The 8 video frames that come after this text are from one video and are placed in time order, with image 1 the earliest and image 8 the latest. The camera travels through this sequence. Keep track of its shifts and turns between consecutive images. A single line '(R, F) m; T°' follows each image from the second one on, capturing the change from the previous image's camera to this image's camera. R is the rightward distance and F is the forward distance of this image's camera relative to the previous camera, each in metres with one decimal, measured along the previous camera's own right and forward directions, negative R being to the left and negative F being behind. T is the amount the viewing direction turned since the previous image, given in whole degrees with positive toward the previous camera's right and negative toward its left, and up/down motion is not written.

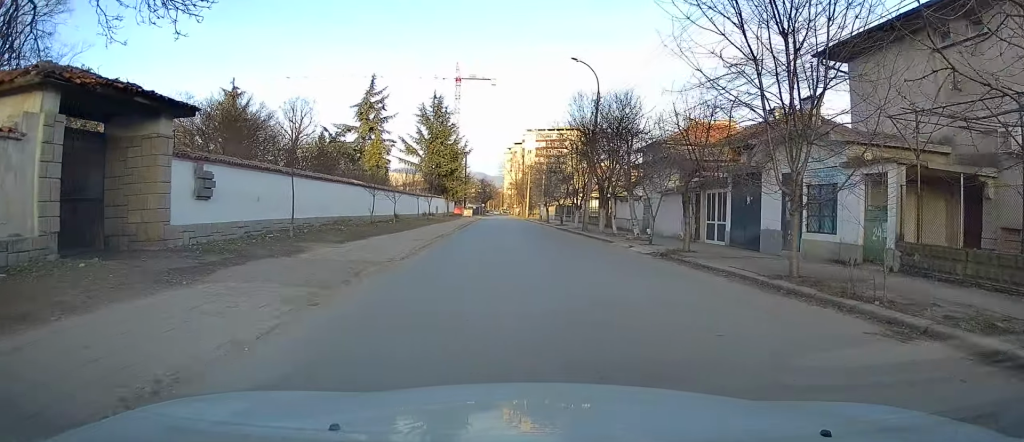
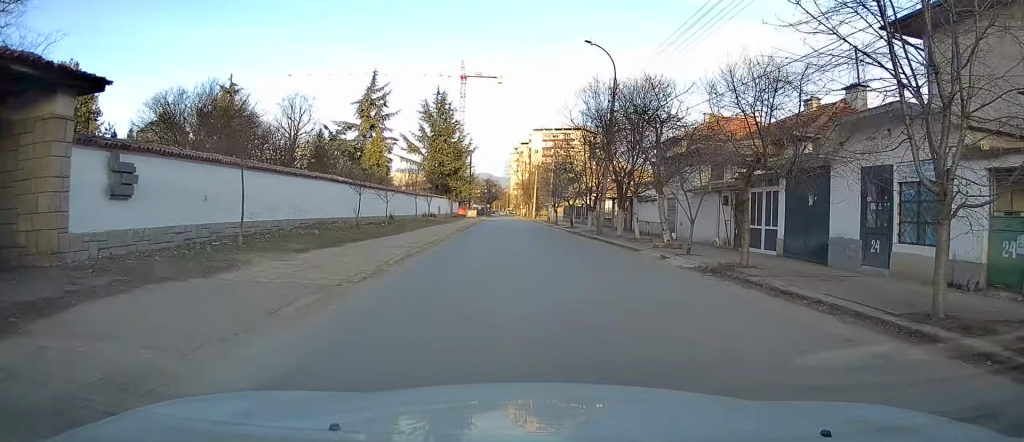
(-0.2, +3.8) m; -2°
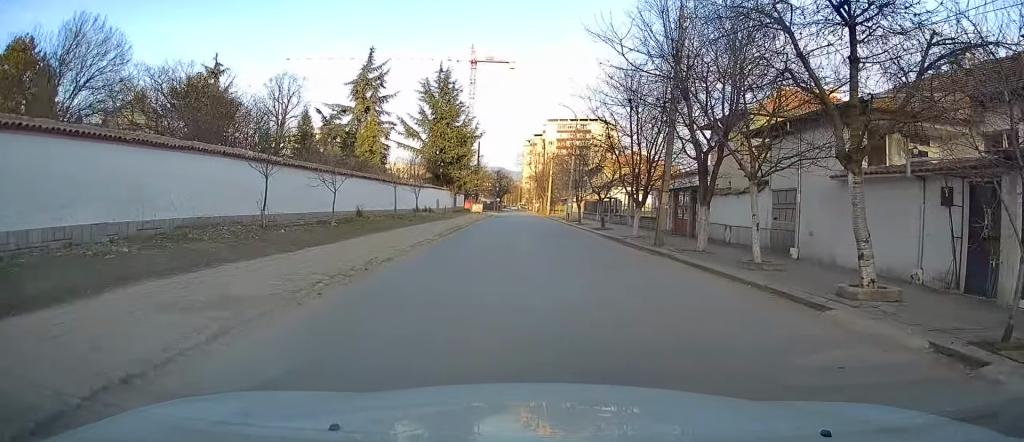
(+0.2, +11.0) m; +2°
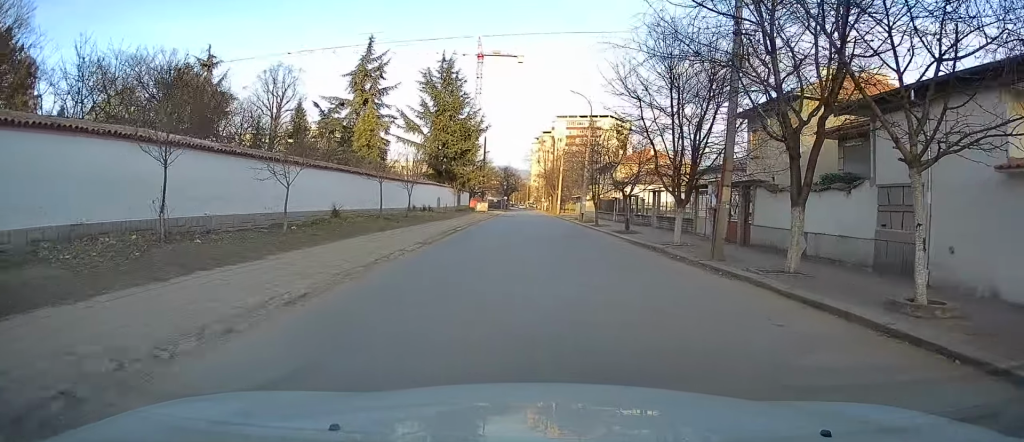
(0.0, +5.5) m; -3°
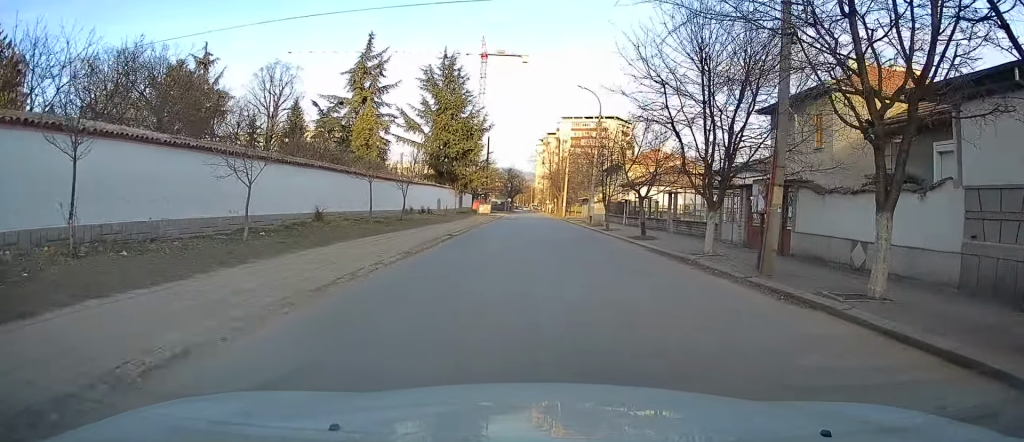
(0.0, +2.9) m; 0°
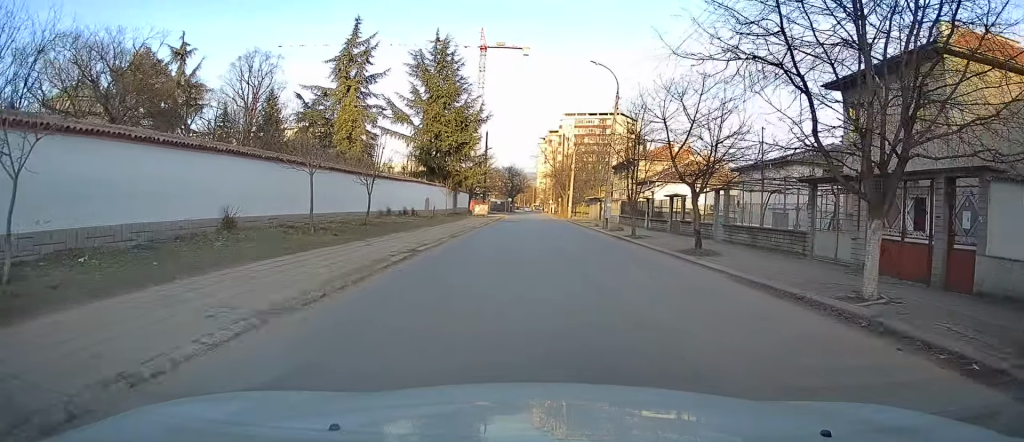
(-0.1, +7.8) m; +1°
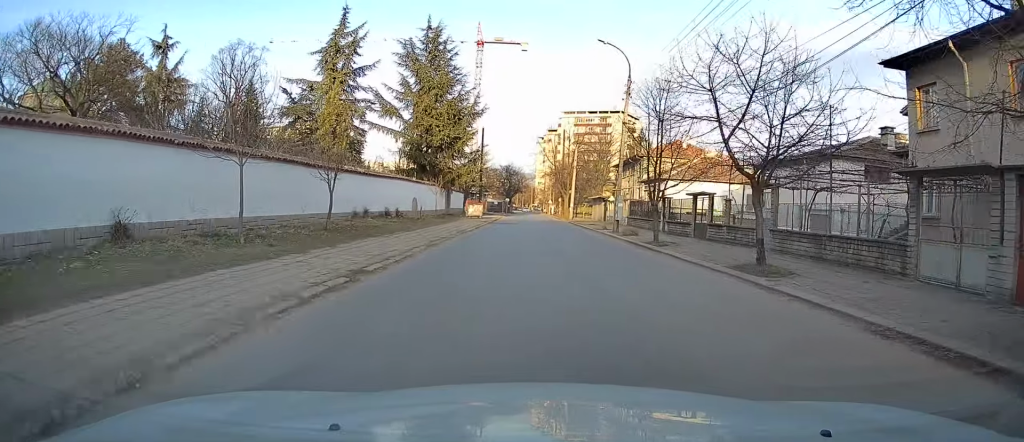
(+0.3, +4.6) m; -1°
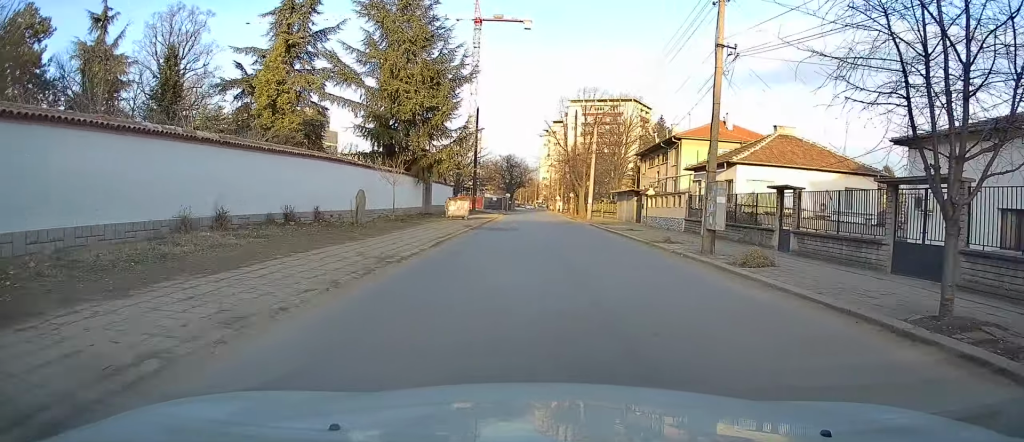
(-1.1, +15.1) m; -2°
